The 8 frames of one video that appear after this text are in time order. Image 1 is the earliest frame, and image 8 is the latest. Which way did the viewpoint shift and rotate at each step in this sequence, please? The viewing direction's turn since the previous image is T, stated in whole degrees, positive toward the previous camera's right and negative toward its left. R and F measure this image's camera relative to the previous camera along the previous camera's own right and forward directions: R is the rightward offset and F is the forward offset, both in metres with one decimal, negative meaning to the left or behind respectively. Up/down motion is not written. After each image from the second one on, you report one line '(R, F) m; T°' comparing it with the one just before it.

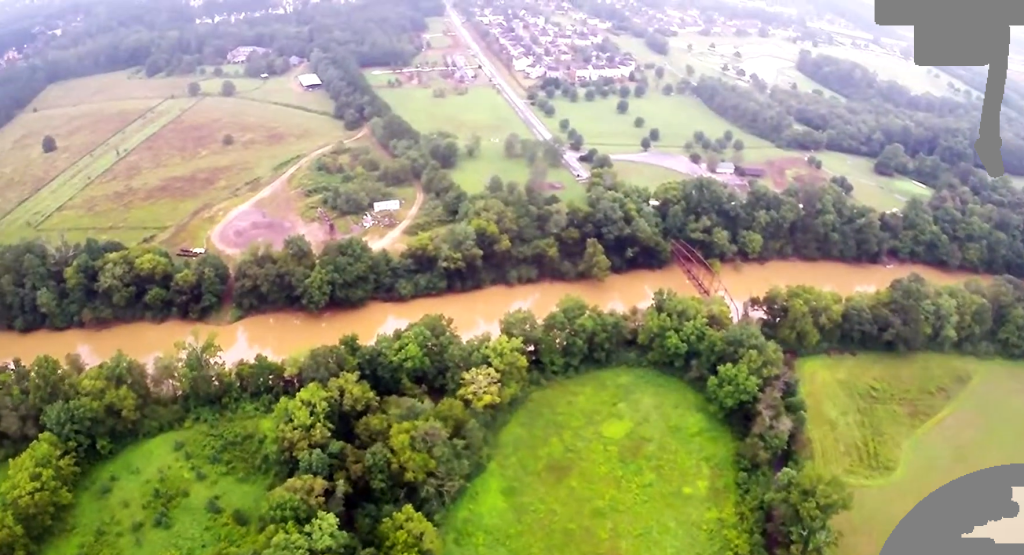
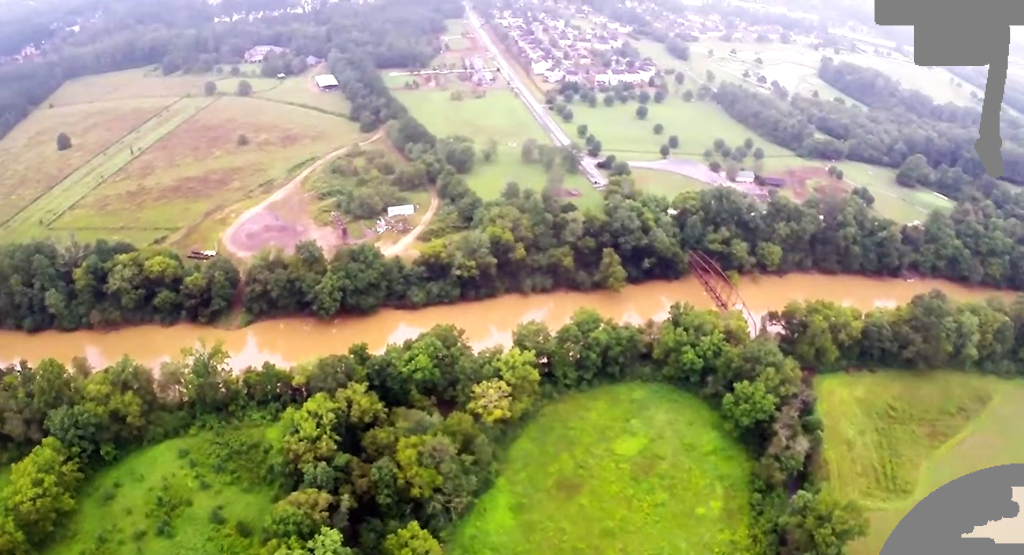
(-0.1, +6.0) m; 0°
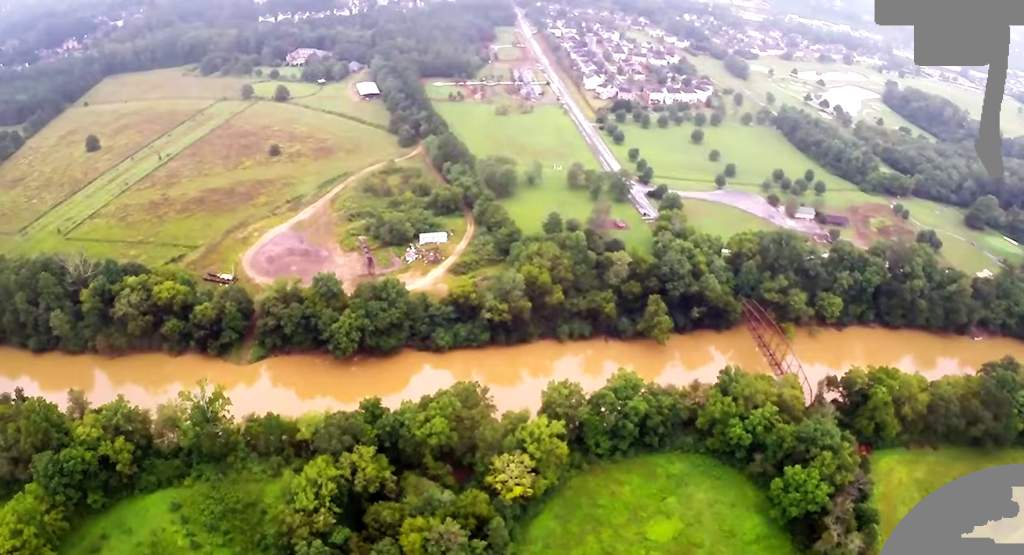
(-1.2, +30.0) m; -4°
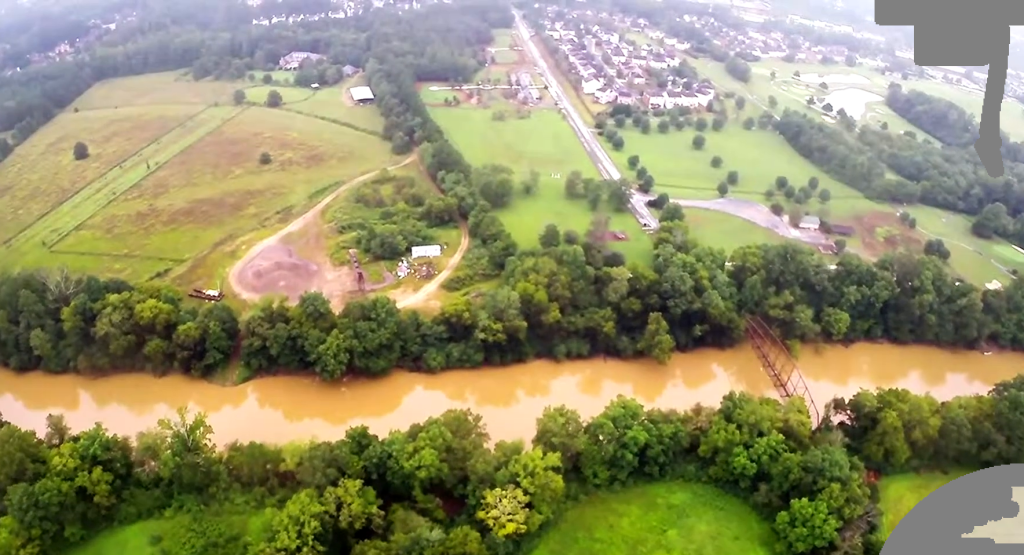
(0.0, +13.2) m; +1°
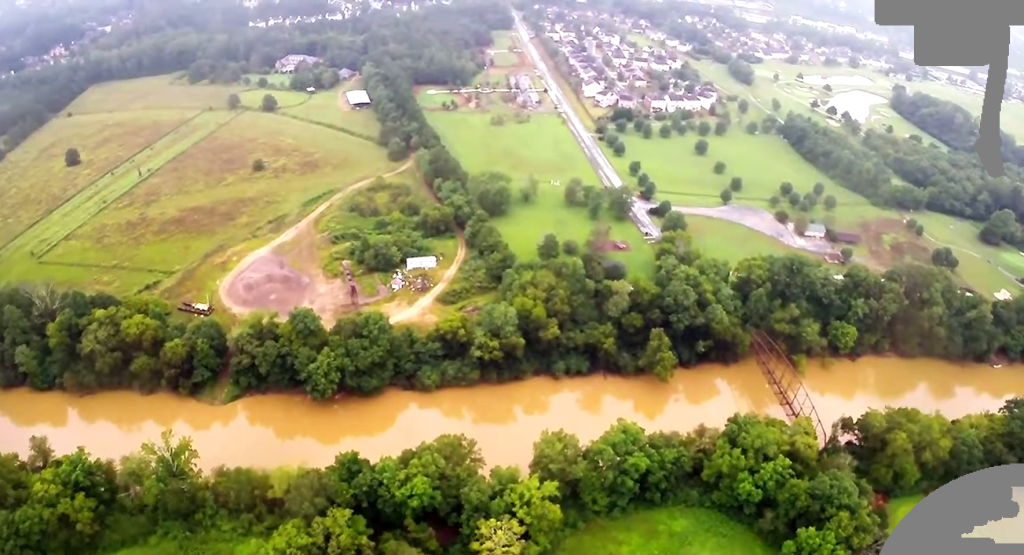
(+0.1, +10.7) m; +1°
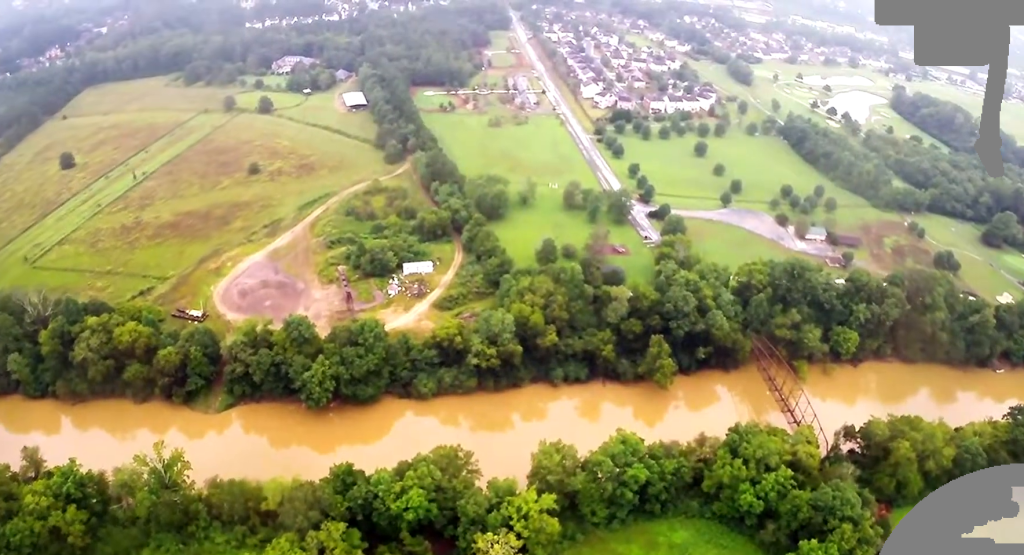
(0.0, +4.5) m; 0°
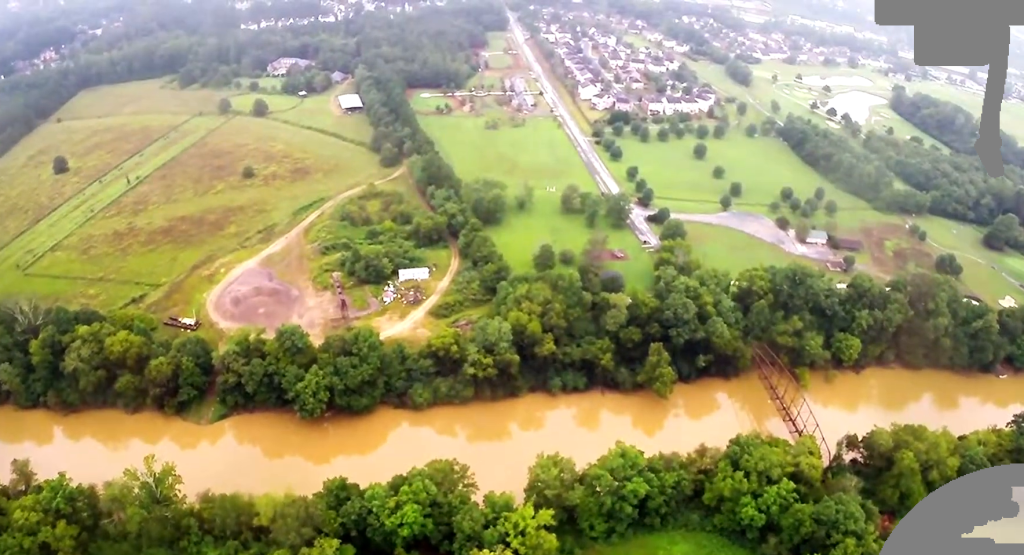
(0.0, +5.1) m; 0°
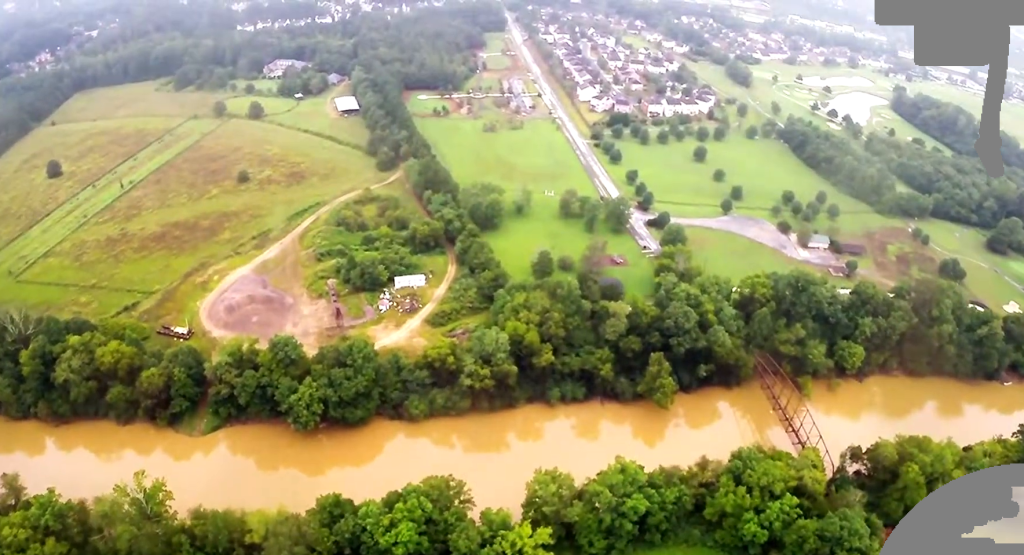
(0.0, +5.7) m; 0°
